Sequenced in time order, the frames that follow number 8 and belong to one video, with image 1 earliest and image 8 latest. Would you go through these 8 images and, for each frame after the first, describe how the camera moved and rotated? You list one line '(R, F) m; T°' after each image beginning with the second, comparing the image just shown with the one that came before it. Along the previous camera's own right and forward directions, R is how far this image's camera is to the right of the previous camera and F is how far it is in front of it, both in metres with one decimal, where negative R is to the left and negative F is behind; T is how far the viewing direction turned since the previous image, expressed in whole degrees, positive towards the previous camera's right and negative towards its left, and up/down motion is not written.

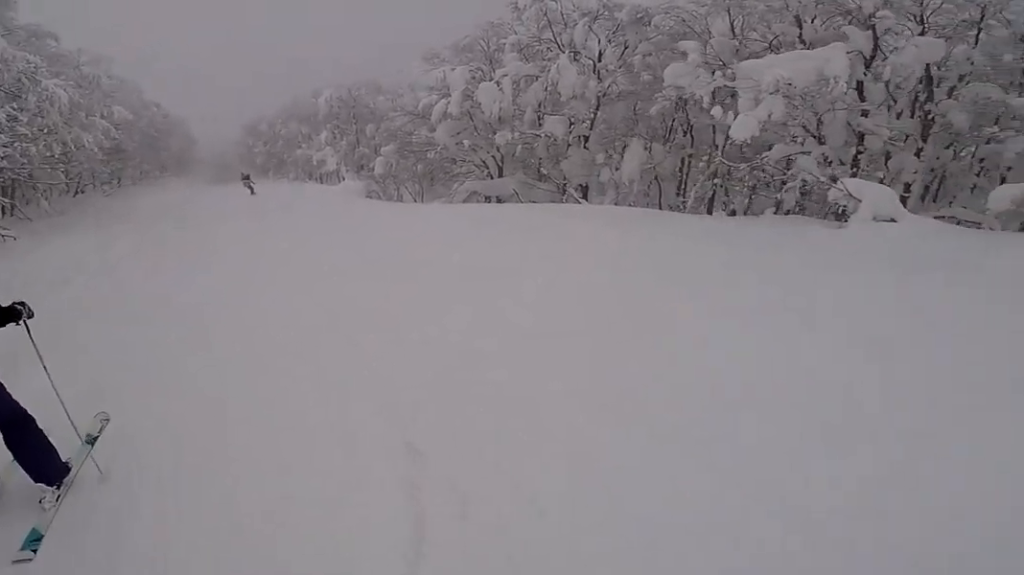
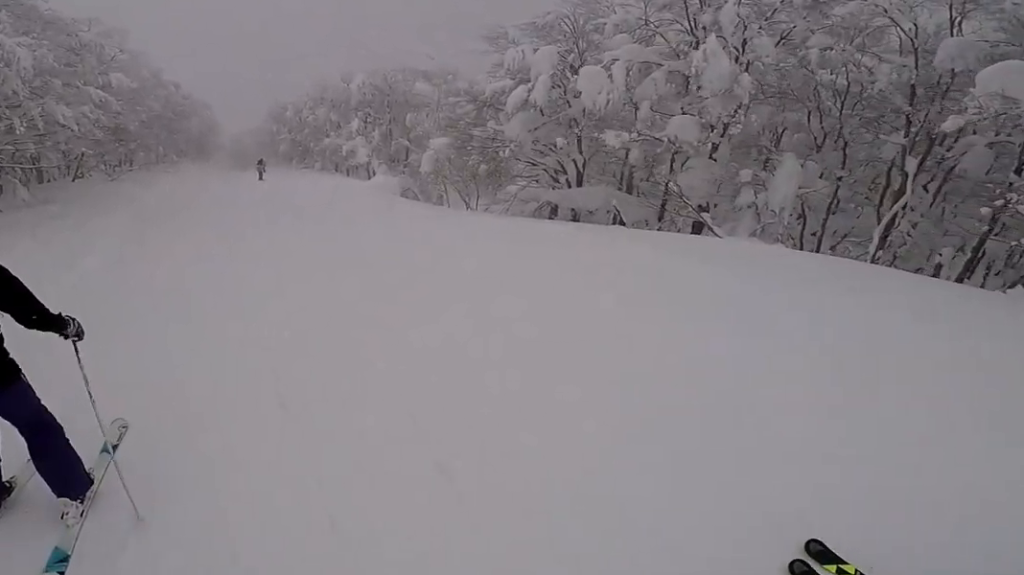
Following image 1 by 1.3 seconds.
(0.0, +4.5) m; 0°
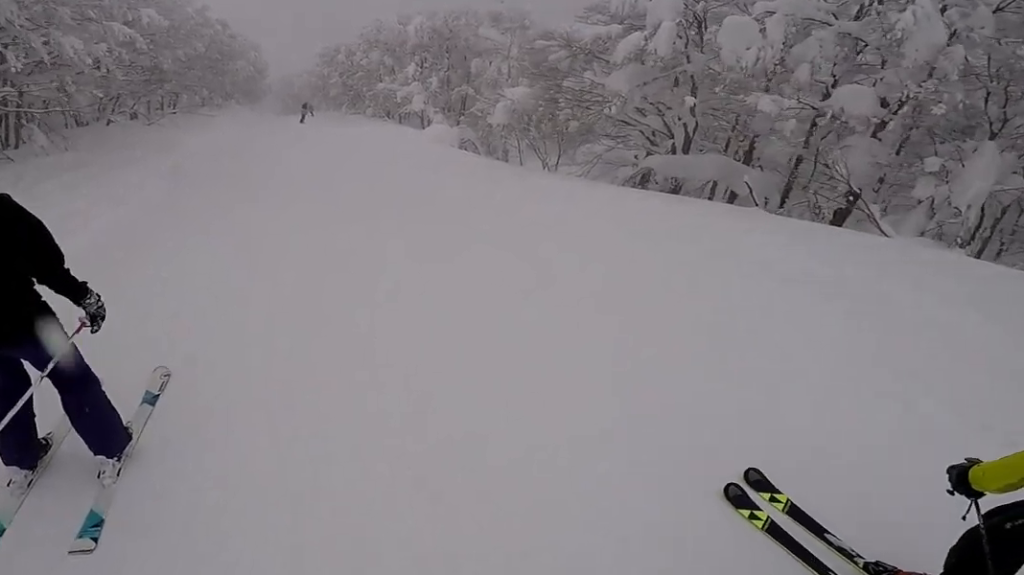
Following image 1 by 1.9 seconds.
(0.0, +2.3) m; 0°
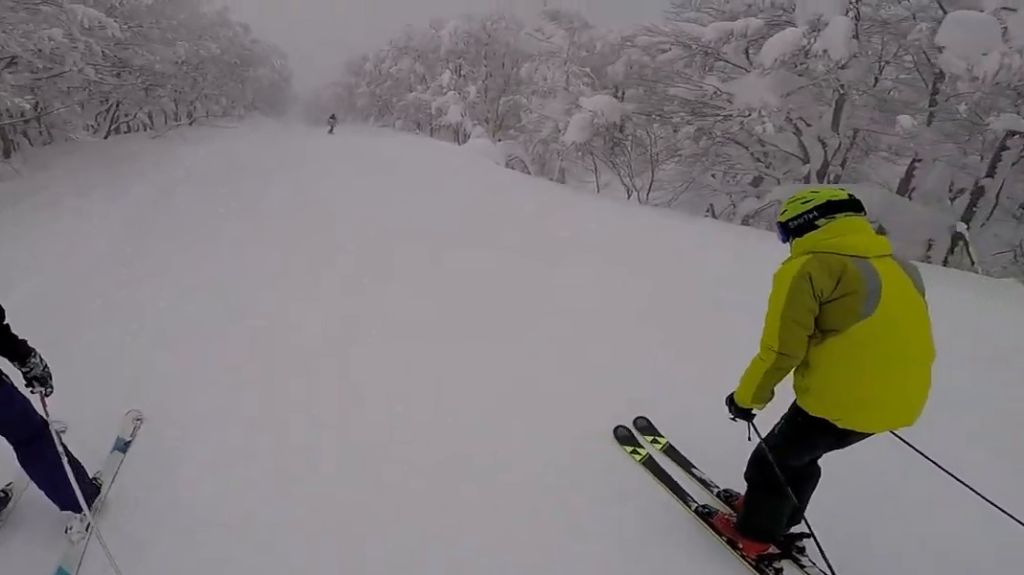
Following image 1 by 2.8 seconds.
(0.0, +3.9) m; 0°
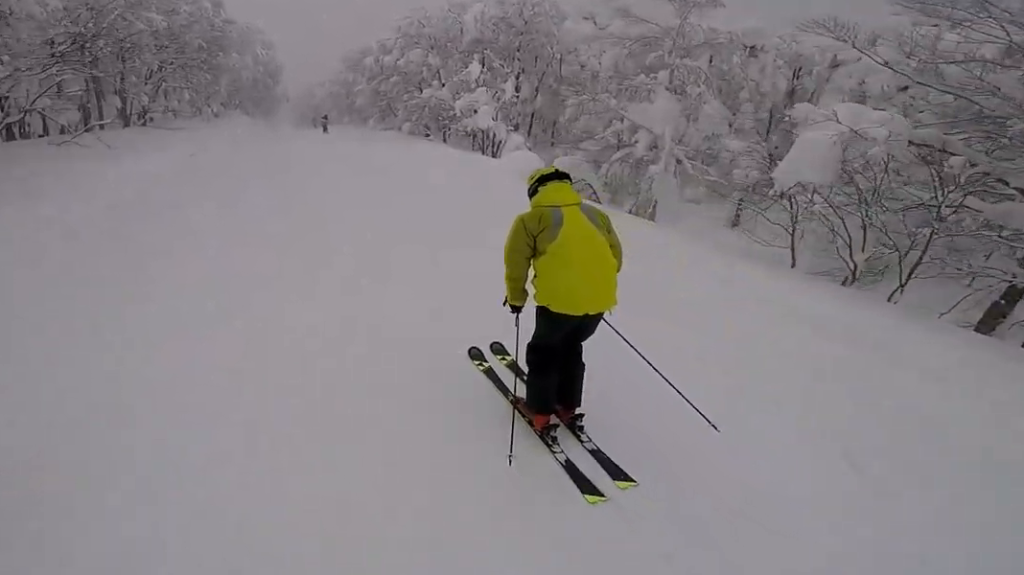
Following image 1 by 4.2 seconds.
(0.0, +7.2) m; 0°
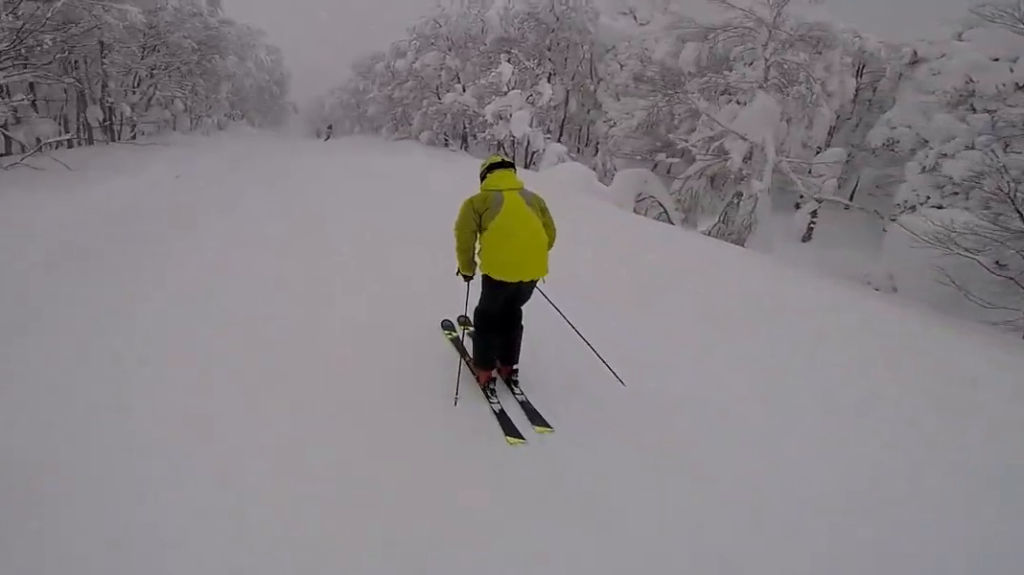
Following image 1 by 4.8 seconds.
(0.0, +3.4) m; 0°
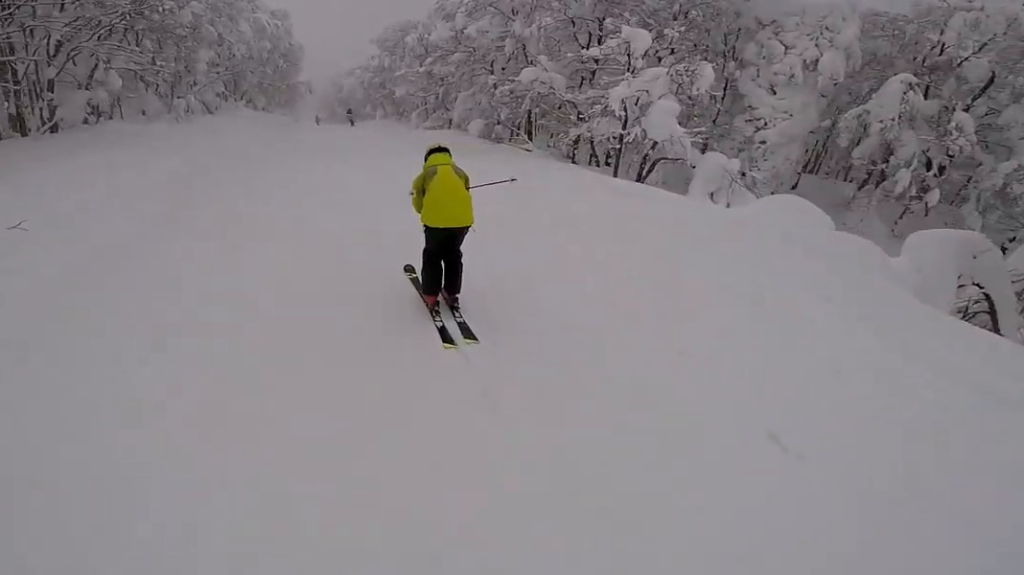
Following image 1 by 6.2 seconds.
(0.0, +7.9) m; 0°
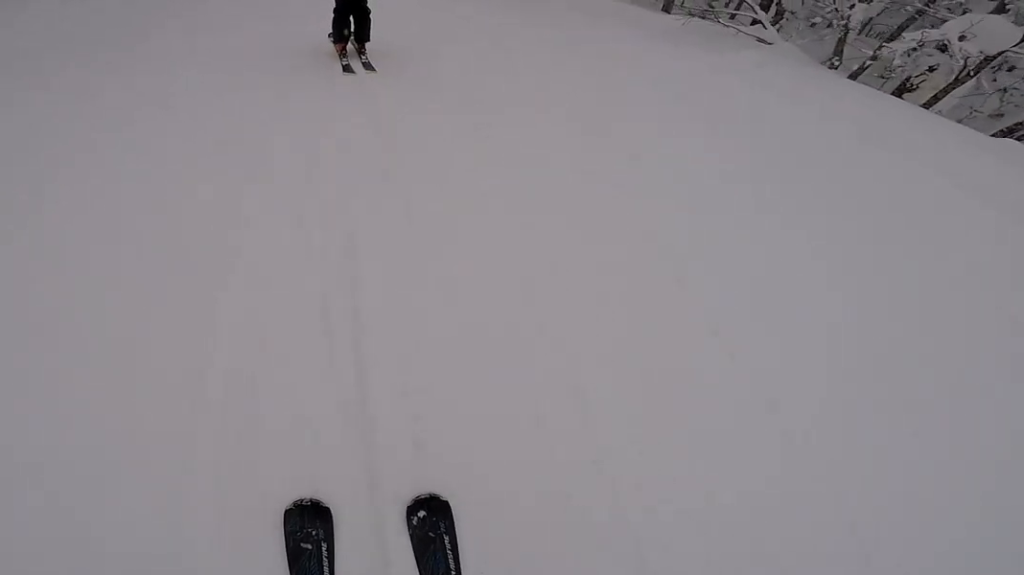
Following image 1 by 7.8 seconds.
(0.0, +9.7) m; 0°
